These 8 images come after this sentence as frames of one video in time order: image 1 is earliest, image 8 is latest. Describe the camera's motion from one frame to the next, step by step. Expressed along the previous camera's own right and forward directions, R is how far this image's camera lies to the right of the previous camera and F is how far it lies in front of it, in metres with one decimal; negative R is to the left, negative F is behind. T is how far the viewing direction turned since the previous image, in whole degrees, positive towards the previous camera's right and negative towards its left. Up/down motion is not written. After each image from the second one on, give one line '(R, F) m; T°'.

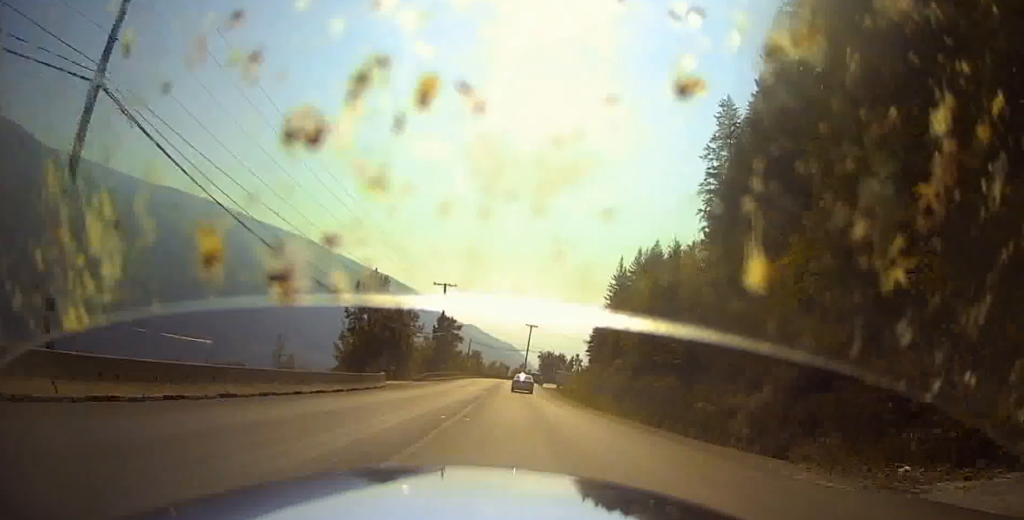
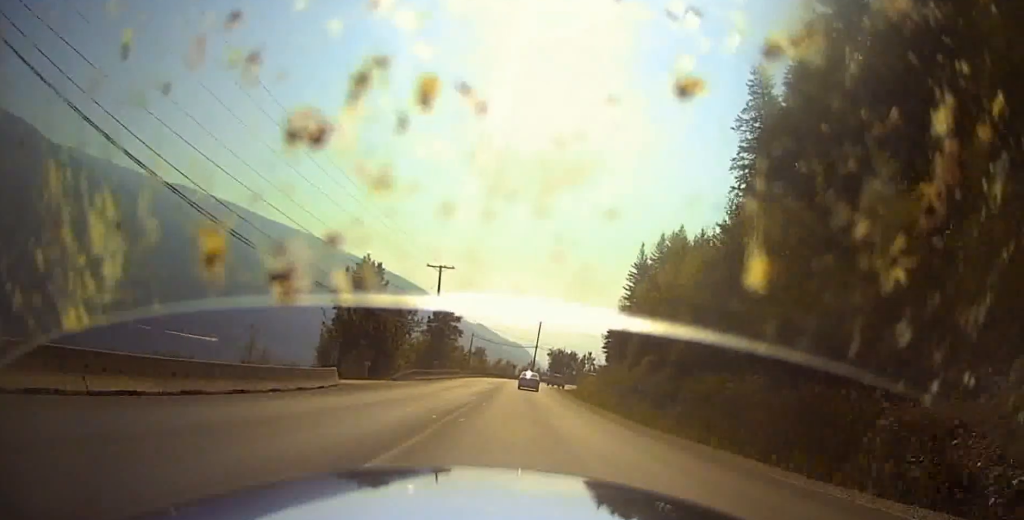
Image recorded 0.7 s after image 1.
(-0.3, +11.5) m; 0°
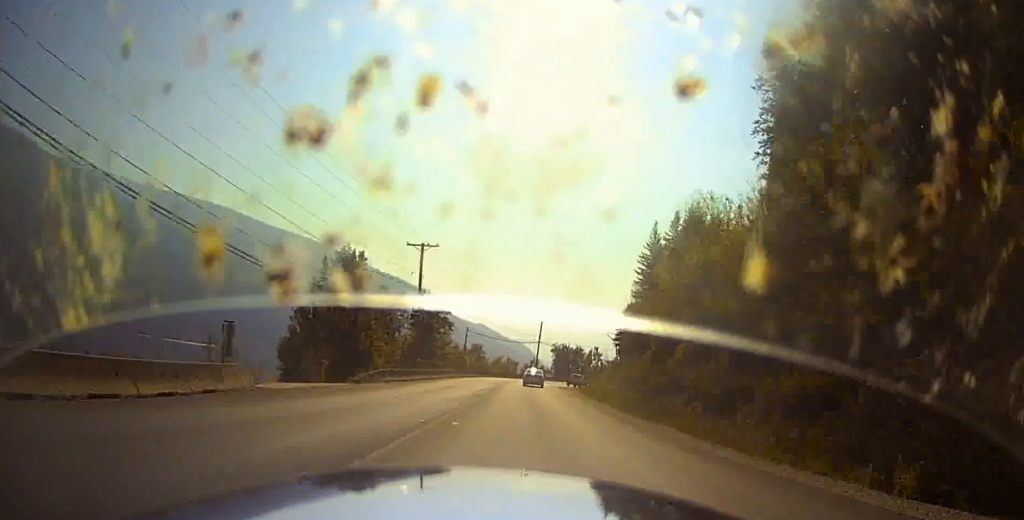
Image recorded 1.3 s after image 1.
(-0.1, +11.0) m; 0°
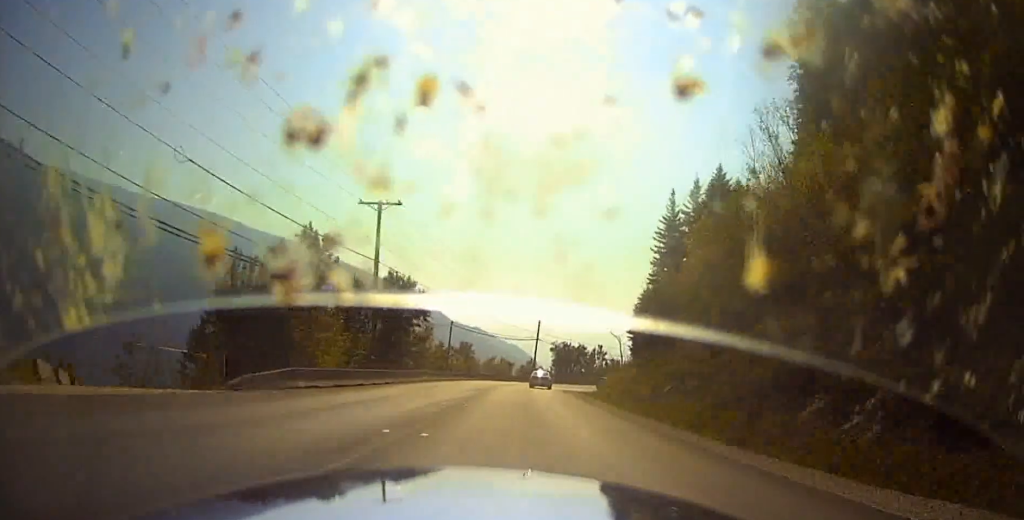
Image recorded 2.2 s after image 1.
(+0.2, +15.6) m; +1°
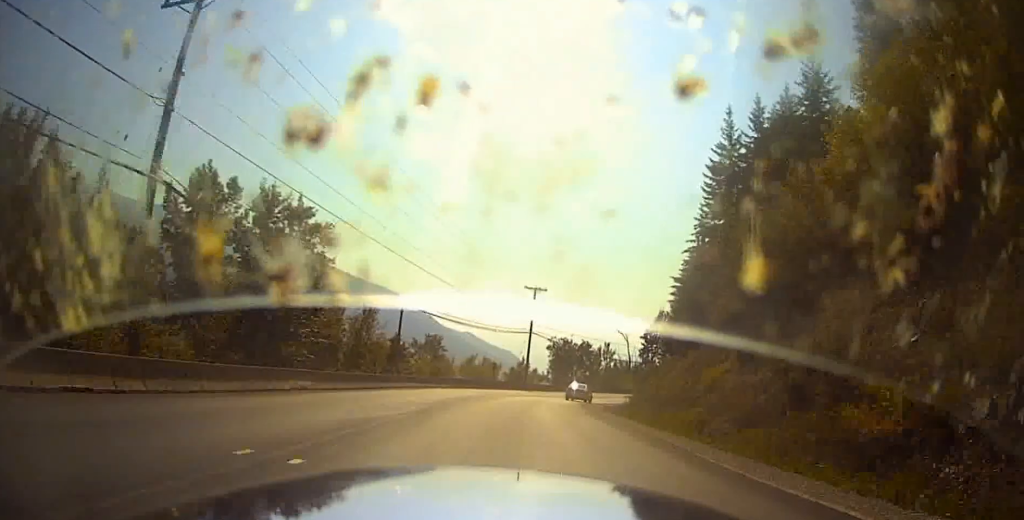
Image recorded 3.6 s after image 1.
(+0.4, +25.3) m; -2°
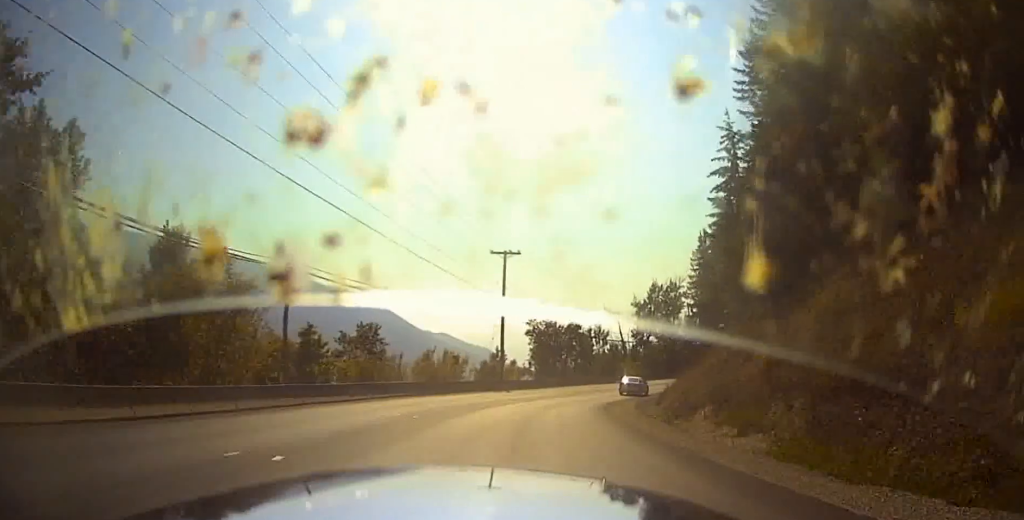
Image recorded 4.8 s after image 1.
(-1.3, +20.1) m; -5°
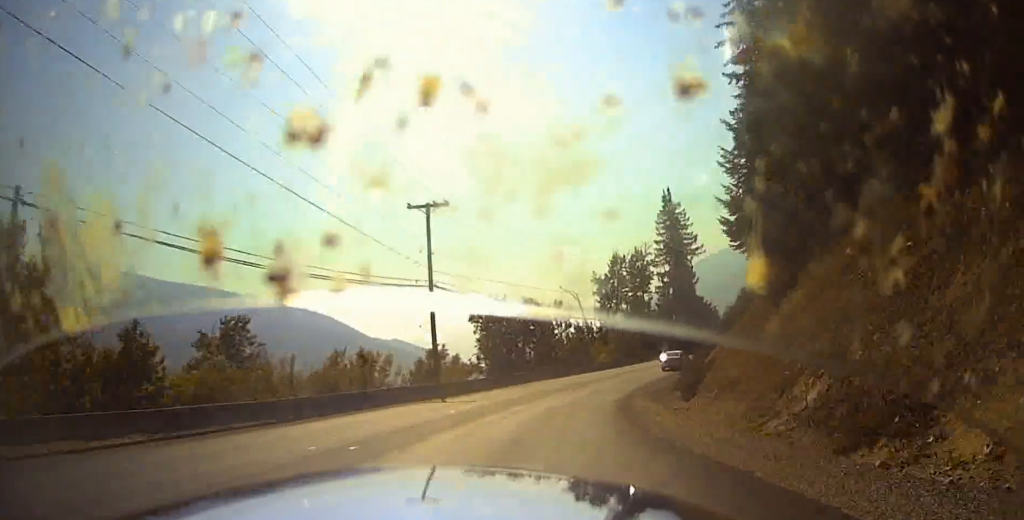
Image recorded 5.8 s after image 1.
(-0.1, +17.0) m; +5°
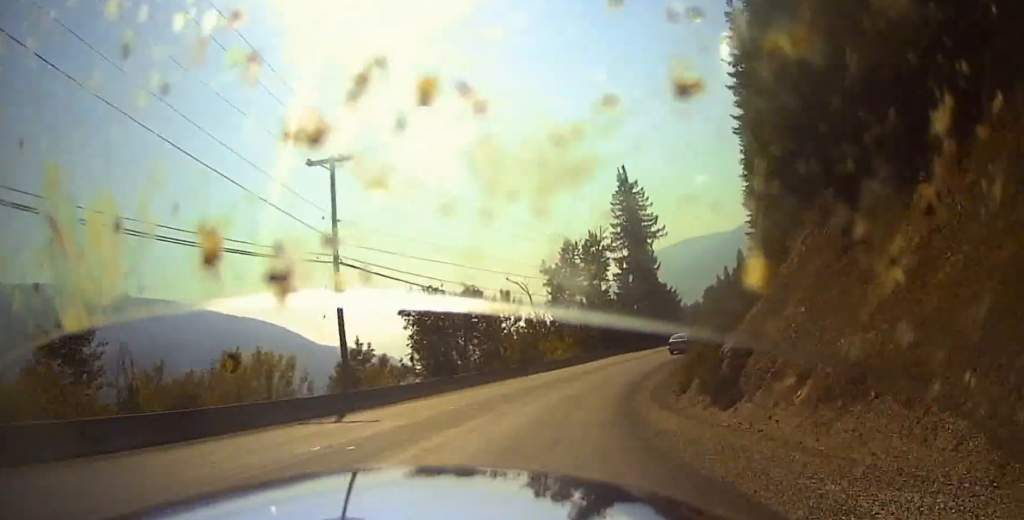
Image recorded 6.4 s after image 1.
(+0.4, +10.5) m; +6°
